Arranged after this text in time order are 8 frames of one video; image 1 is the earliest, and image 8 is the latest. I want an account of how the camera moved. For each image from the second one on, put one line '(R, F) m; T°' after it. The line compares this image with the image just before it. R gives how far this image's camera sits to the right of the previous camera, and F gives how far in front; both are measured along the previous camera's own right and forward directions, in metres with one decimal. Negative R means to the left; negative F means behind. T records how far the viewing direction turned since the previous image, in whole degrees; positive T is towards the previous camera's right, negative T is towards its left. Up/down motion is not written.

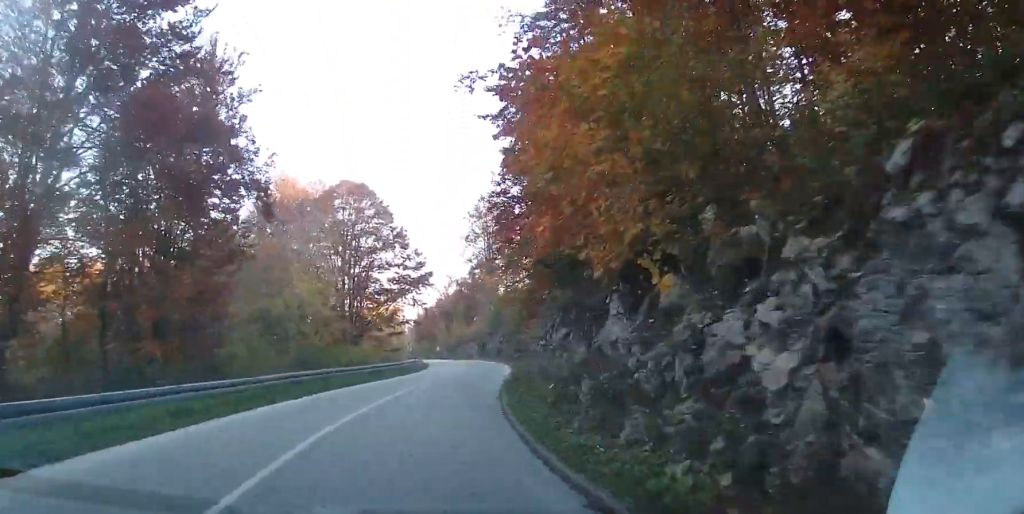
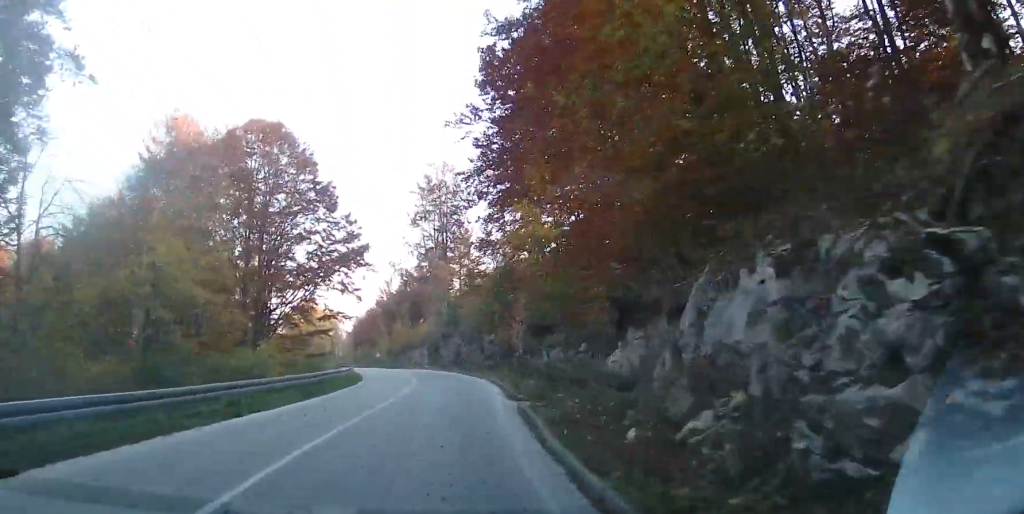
(+0.6, +17.0) m; +3°
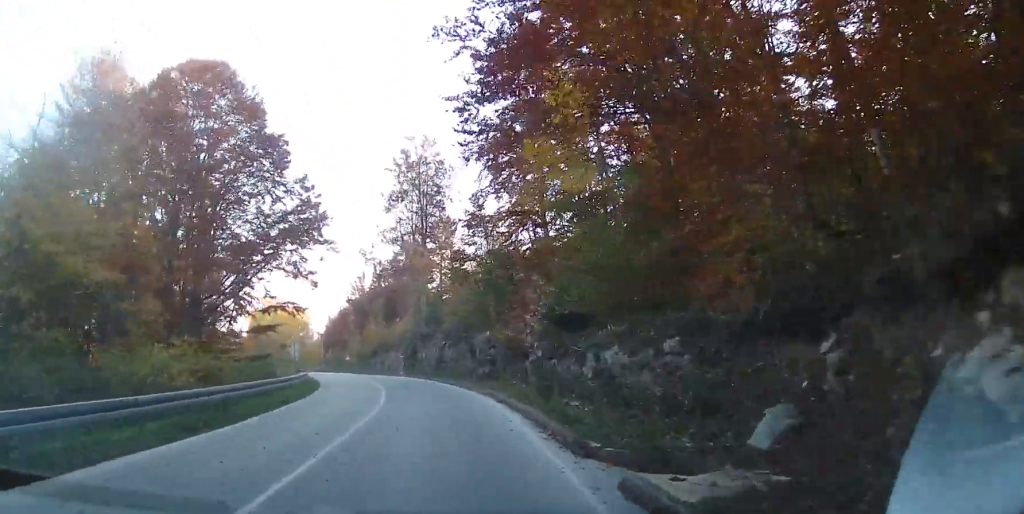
(+0.3, +10.1) m; +1°
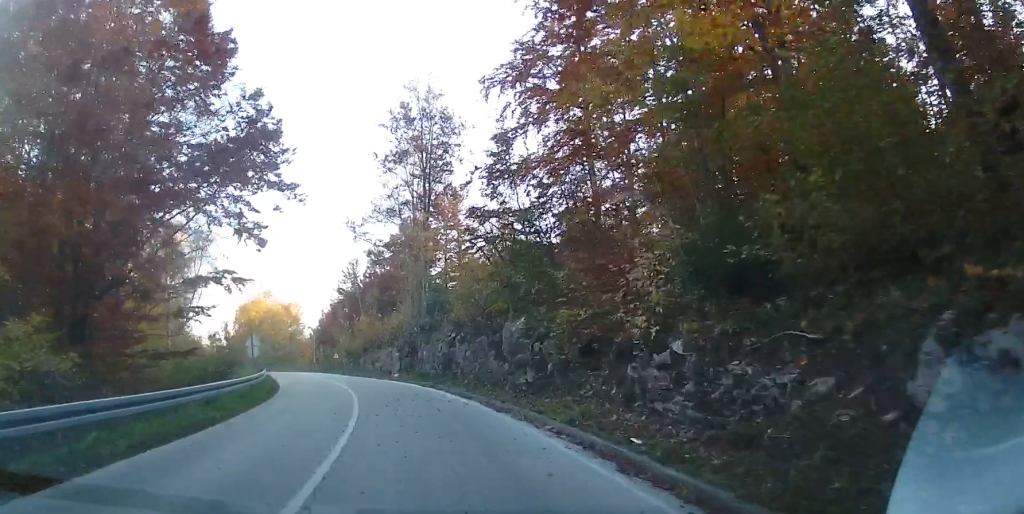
(-0.1, +11.9) m; -2°
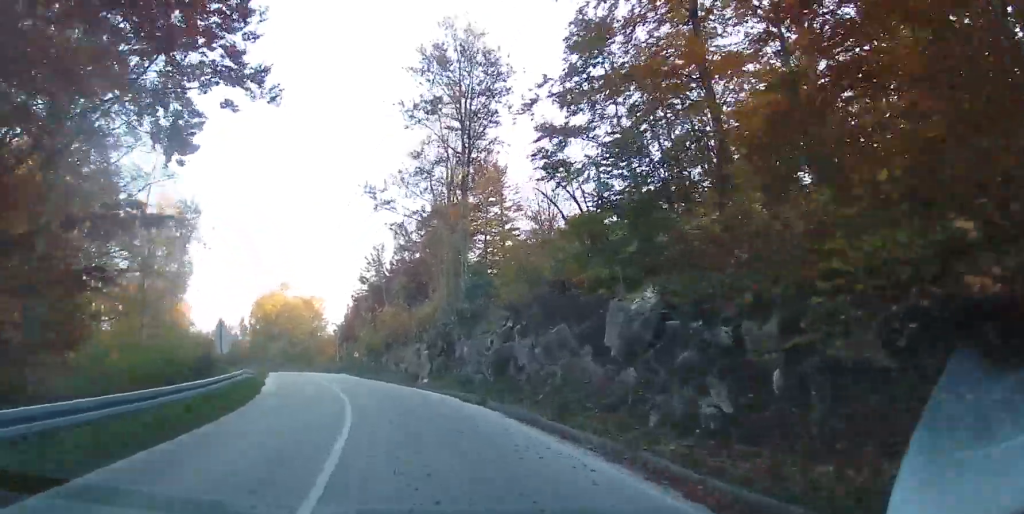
(-0.2, +10.5) m; 0°
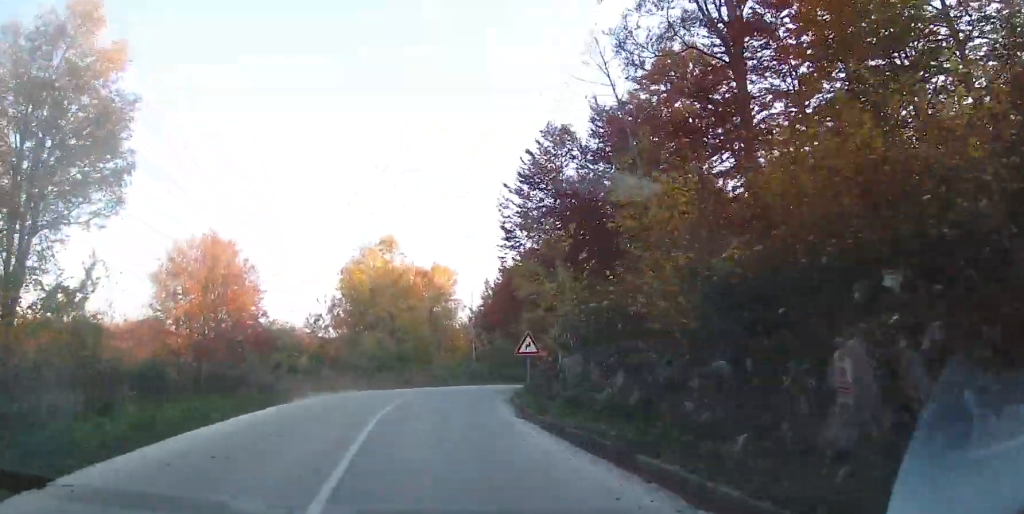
(-0.3, +37.2) m; -3°
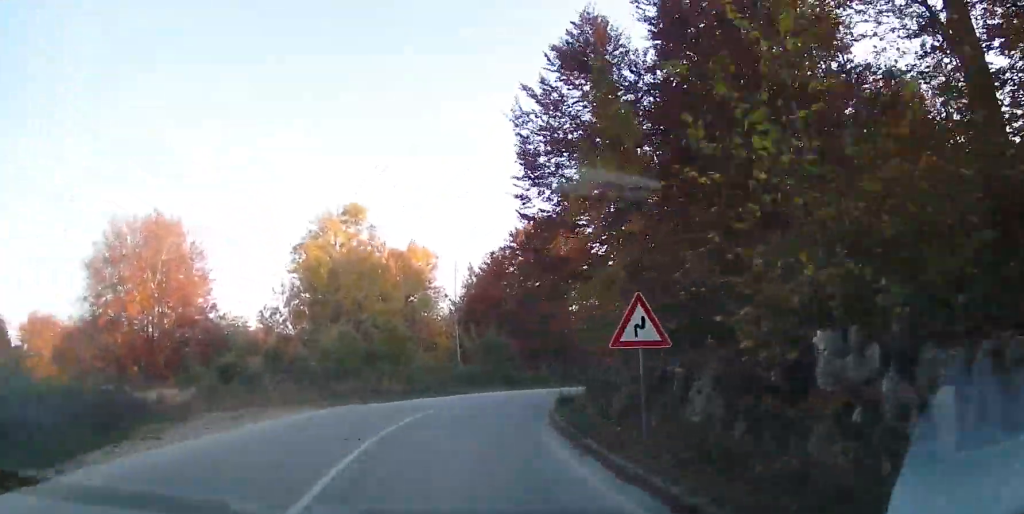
(-0.3, +12.2) m; 0°
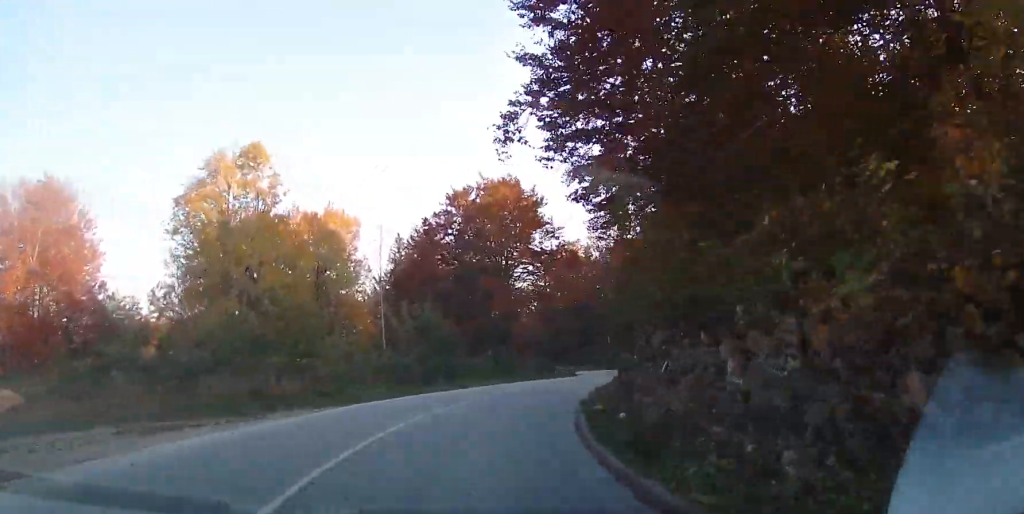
(+0.1, +11.3) m; +3°
